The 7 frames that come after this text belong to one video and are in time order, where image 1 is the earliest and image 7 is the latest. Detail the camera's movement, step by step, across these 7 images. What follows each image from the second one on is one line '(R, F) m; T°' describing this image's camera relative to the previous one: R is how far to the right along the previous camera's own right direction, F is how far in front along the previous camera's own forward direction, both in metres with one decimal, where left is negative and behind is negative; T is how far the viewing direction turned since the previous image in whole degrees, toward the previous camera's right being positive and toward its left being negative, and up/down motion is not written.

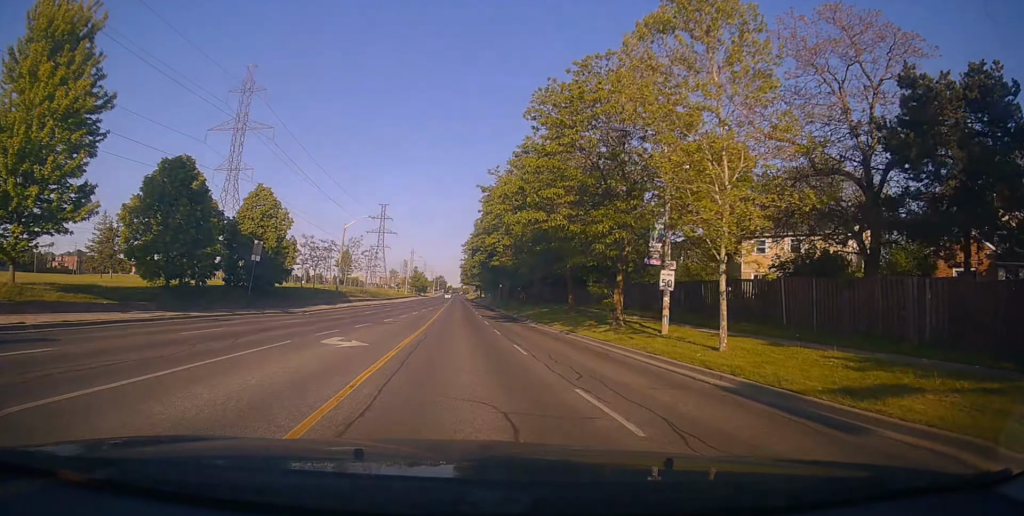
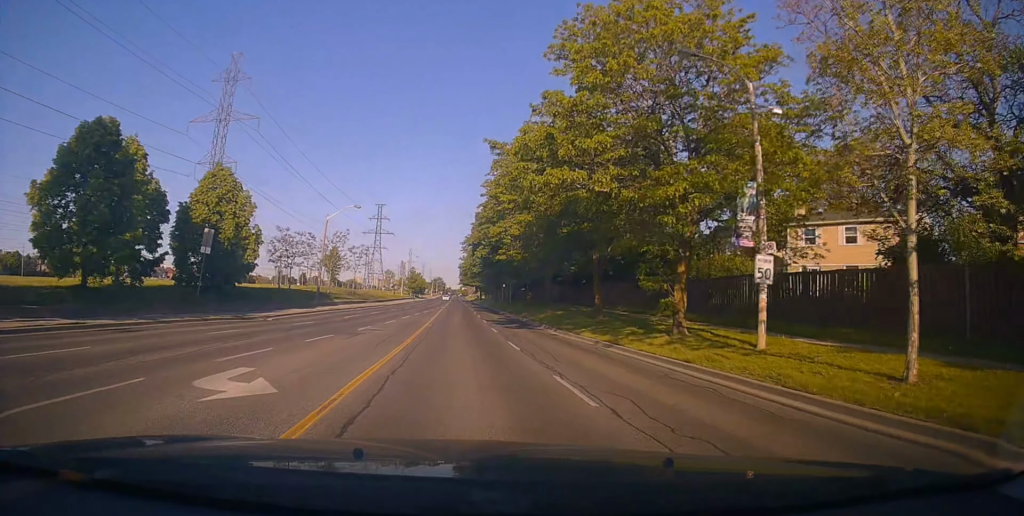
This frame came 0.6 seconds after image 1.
(+0.2, +6.8) m; +2°
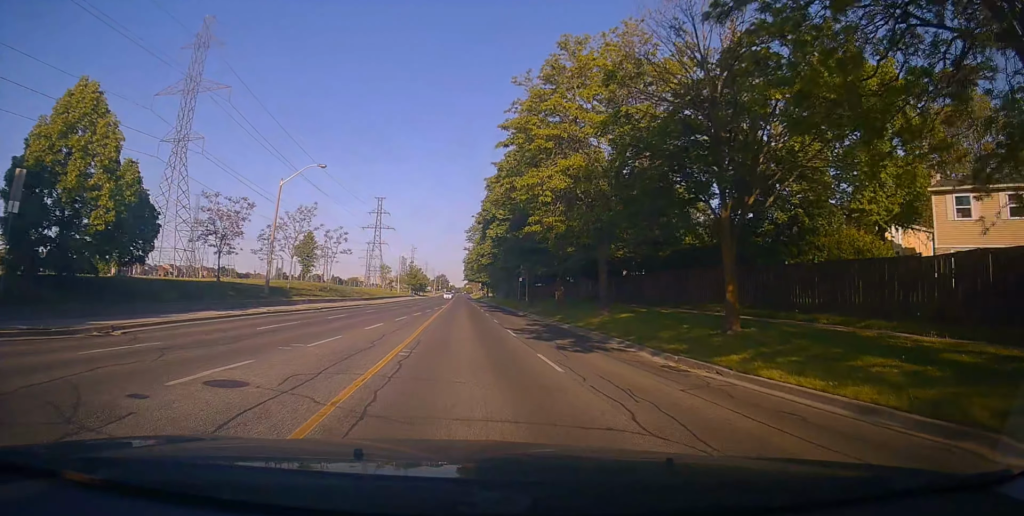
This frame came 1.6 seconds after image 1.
(0.0, +14.5) m; -1°
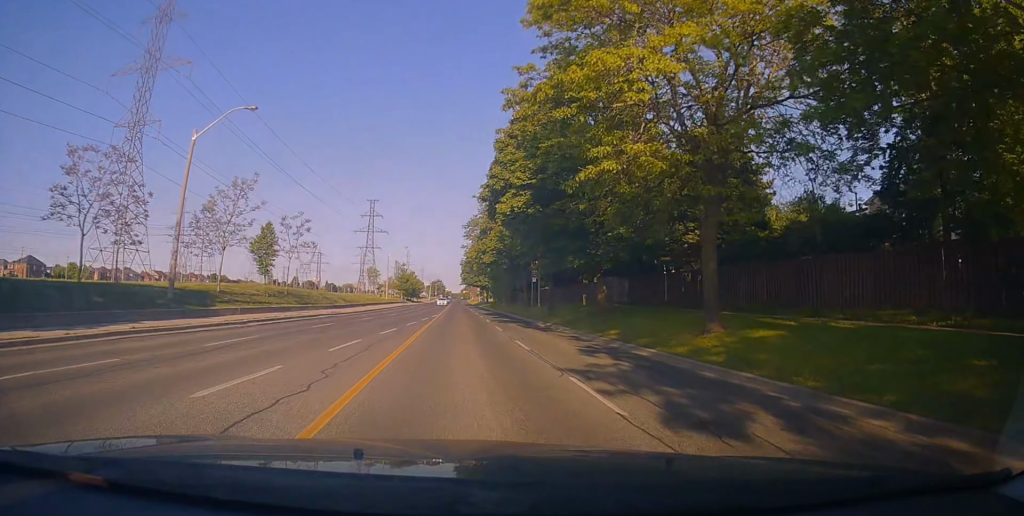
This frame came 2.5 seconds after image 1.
(-0.3, +12.3) m; -1°
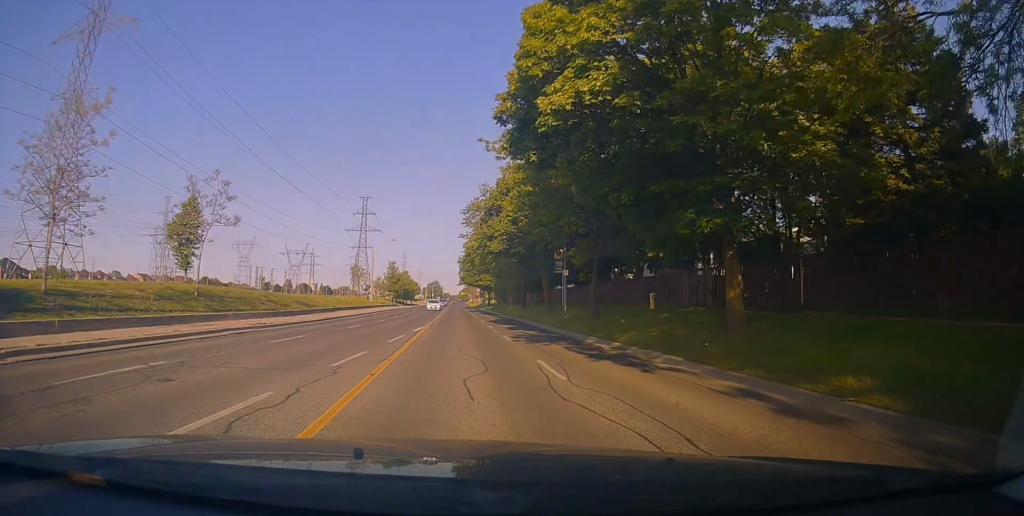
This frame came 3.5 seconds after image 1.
(+0.1, +14.1) m; 0°
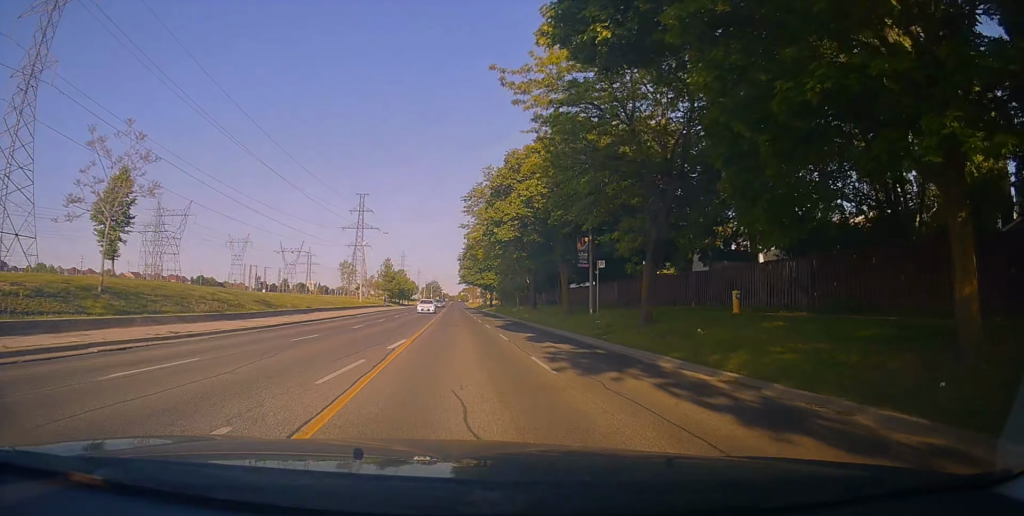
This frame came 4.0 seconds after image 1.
(-0.1, +8.1) m; 0°
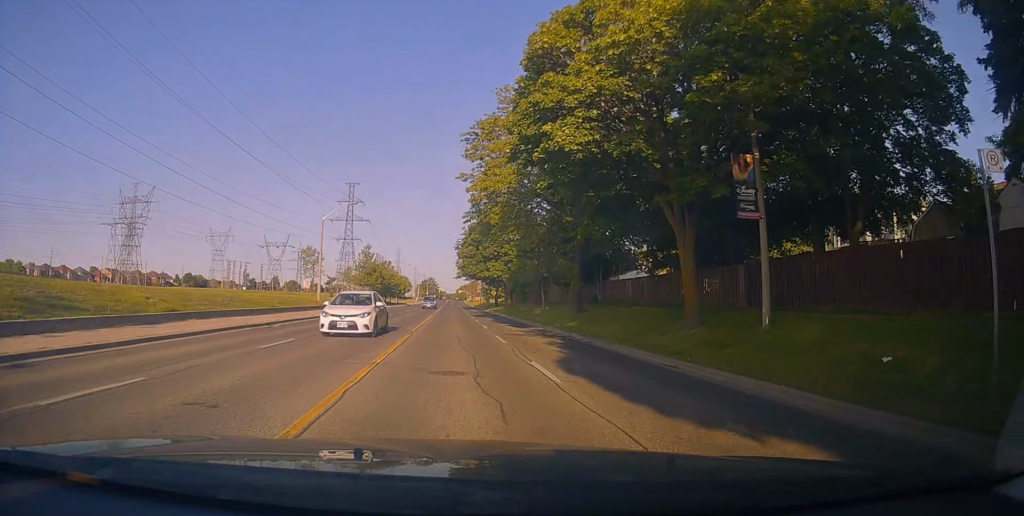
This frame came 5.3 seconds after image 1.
(+0.2, +19.8) m; +1°
